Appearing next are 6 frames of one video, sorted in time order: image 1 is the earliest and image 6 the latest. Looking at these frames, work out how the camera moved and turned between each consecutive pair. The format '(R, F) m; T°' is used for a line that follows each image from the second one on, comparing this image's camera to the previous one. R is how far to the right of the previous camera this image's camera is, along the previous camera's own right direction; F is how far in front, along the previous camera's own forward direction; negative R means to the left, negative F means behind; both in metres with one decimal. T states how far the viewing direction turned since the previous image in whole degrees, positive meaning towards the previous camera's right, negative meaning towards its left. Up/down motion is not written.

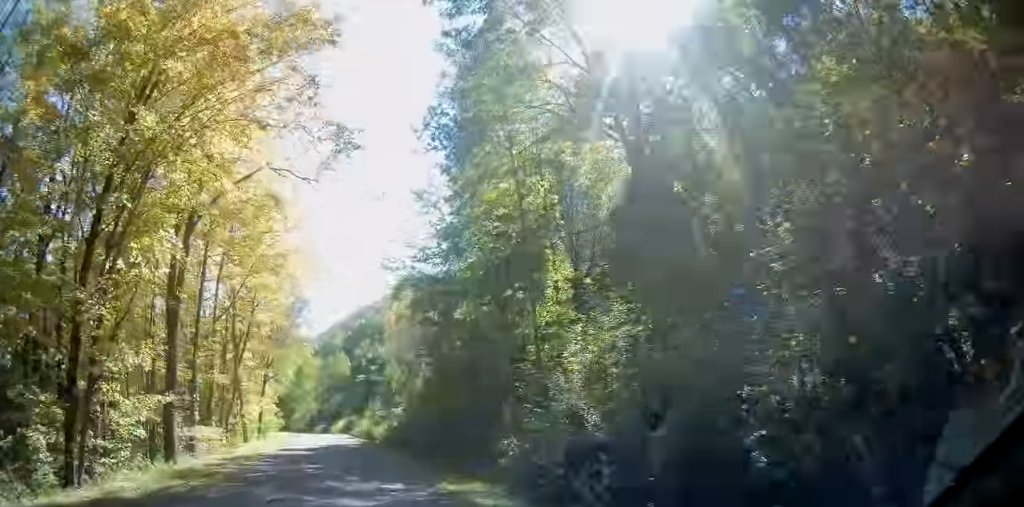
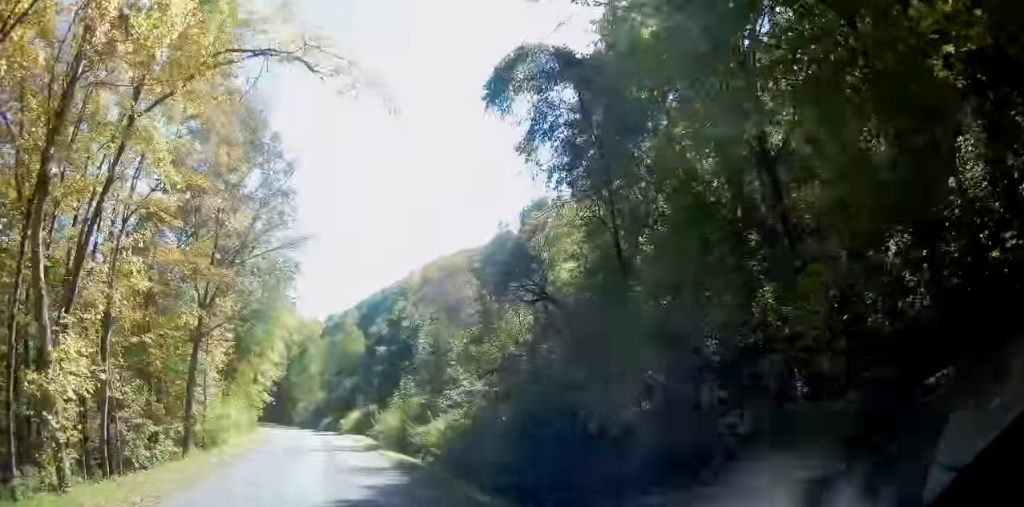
(-0.6, +26.4) m; -3°
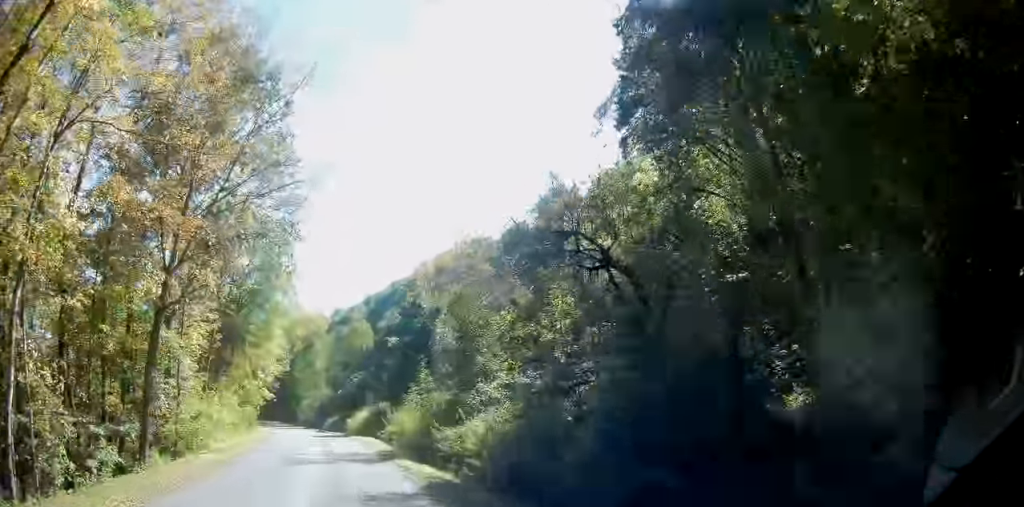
(-0.1, +6.3) m; -1°
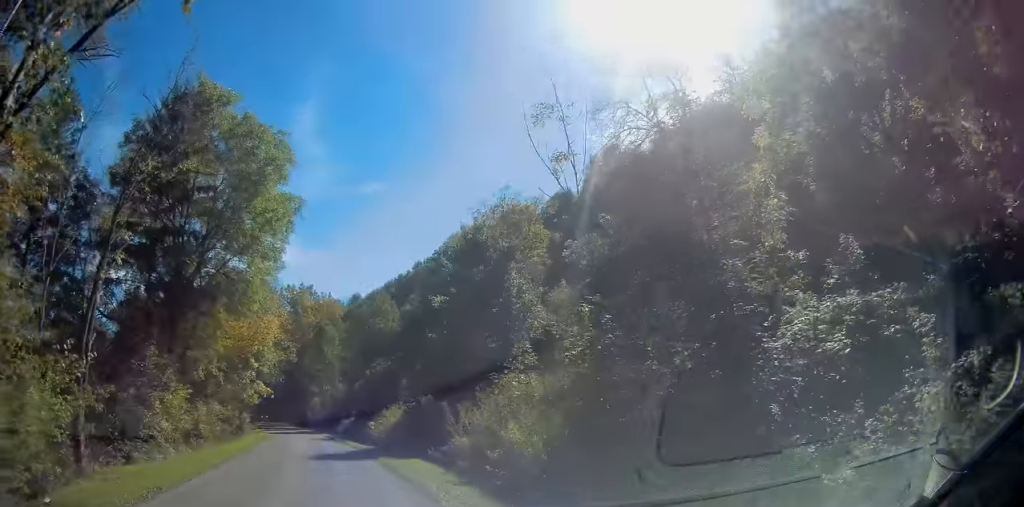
(-0.5, +19.1) m; -2°
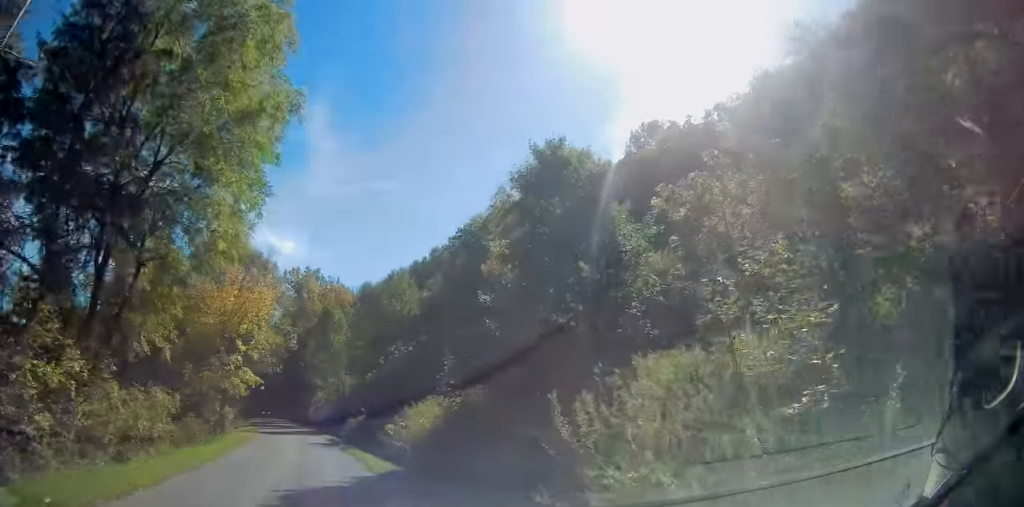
(+0.1, +12.4) m; 0°
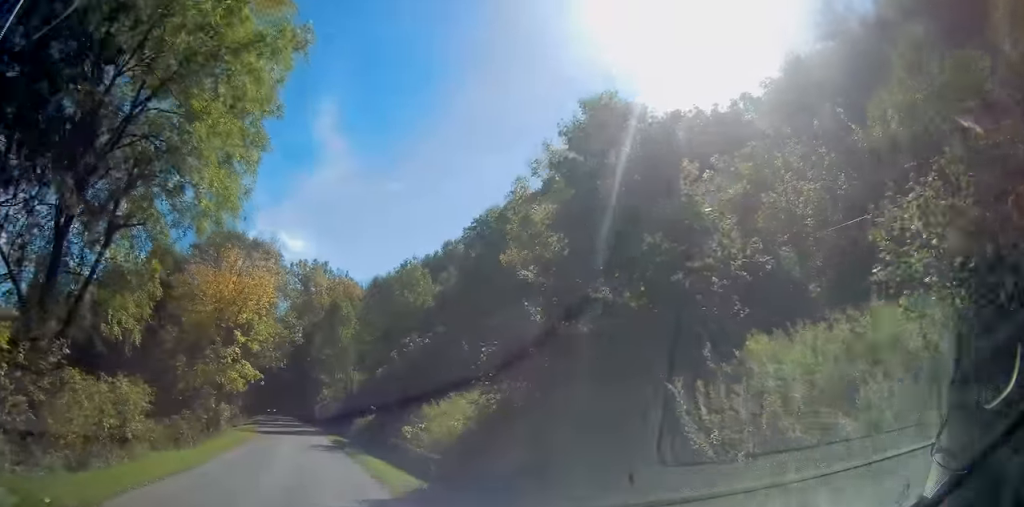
(+0.1, +4.8) m; -1°
